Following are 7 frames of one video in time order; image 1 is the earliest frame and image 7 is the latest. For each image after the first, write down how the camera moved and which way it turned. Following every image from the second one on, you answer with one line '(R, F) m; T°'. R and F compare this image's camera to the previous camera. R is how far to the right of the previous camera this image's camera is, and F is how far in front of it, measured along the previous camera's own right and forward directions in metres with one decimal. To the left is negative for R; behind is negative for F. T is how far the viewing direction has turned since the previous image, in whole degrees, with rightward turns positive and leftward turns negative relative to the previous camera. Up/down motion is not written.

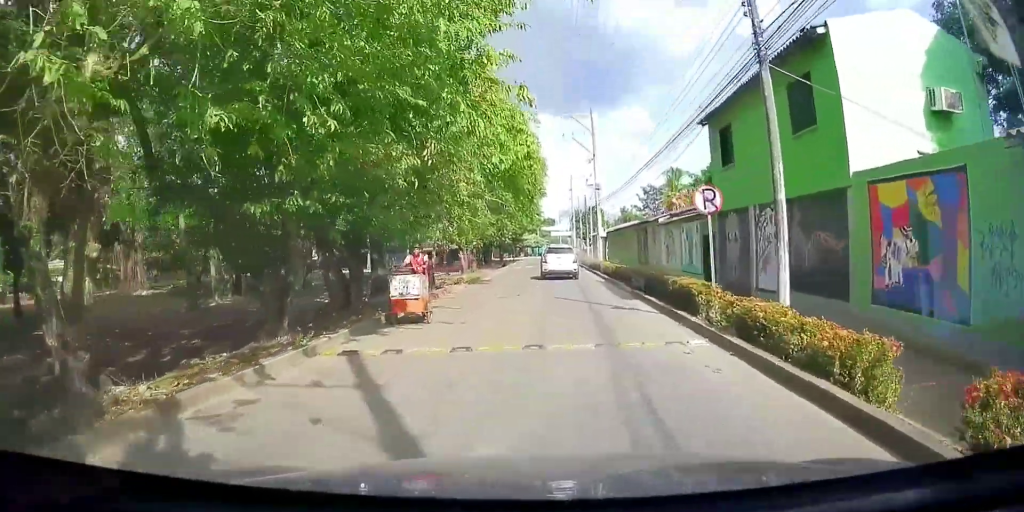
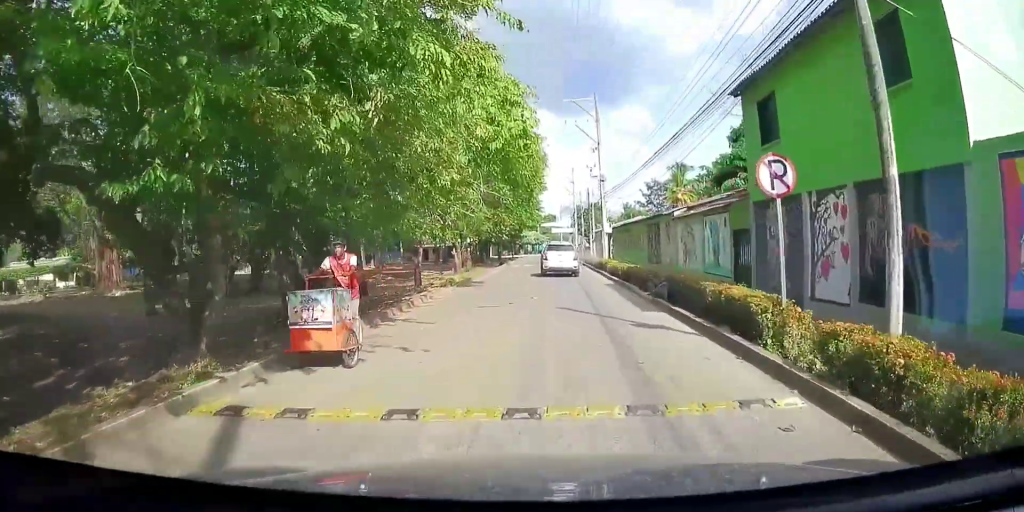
(-0.1, +5.6) m; 0°
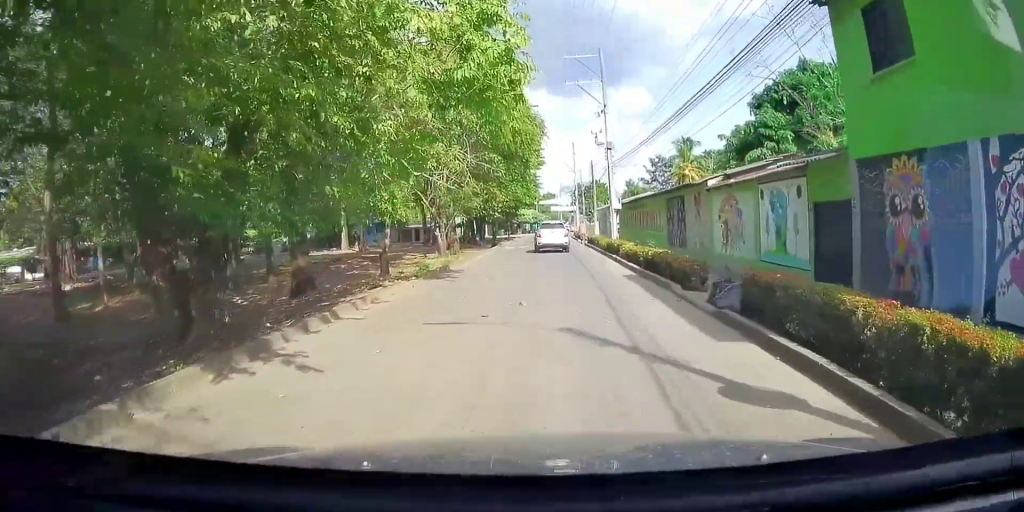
(-0.1, +11.9) m; -2°
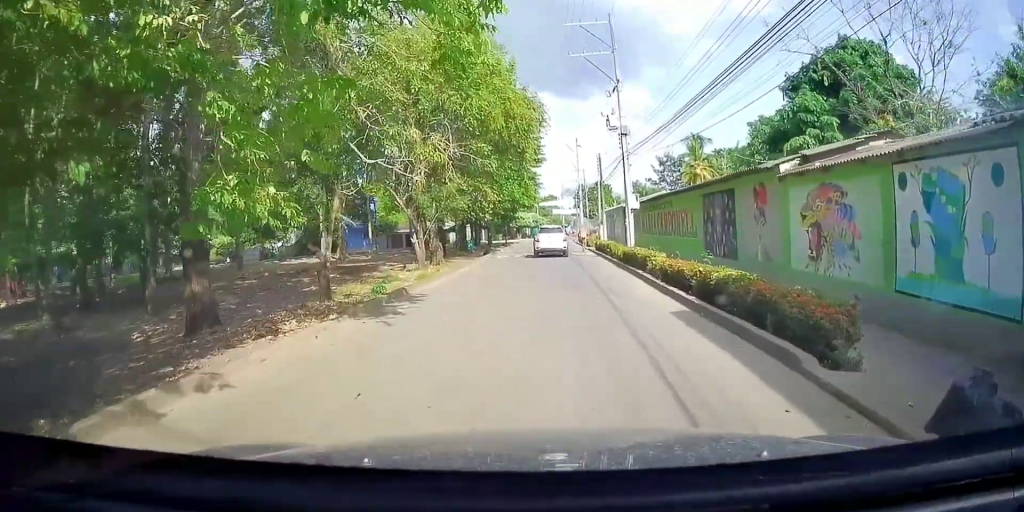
(-0.4, +10.3) m; -2°
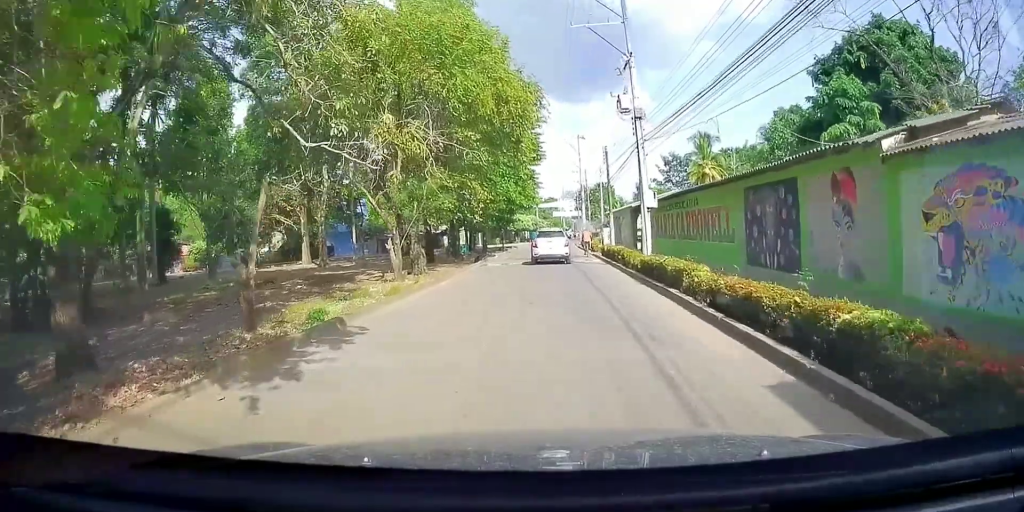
(+0.1, +3.7) m; +2°
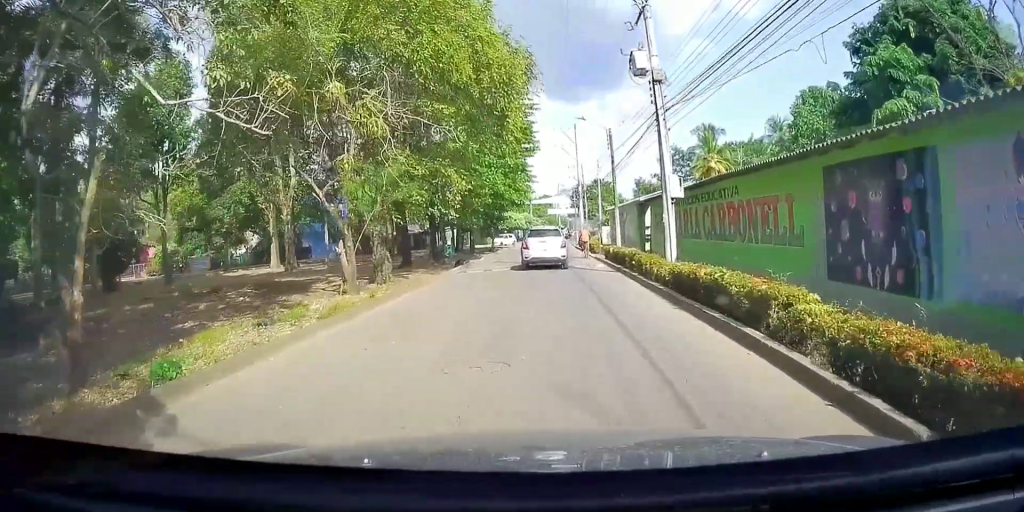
(0.0, +3.7) m; 0°
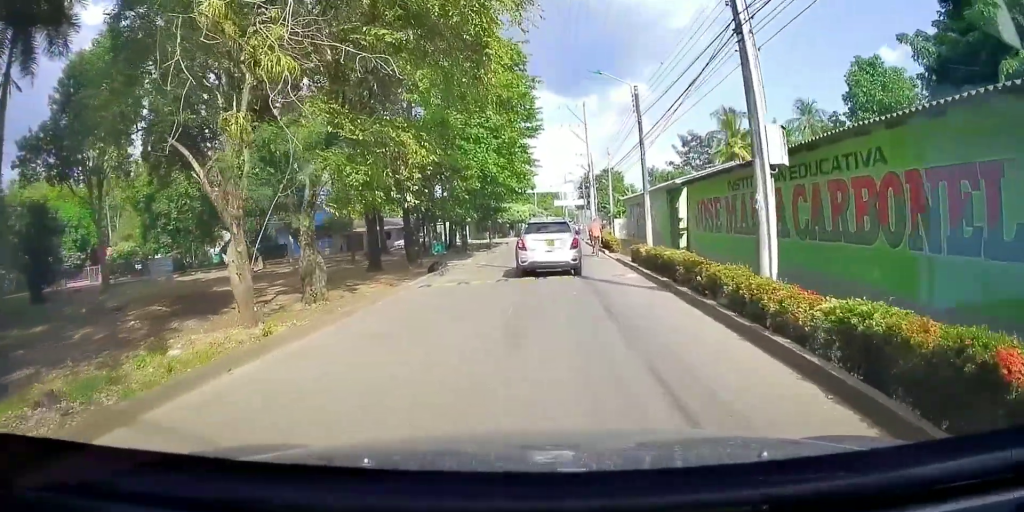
(+0.1, +5.8) m; +2°
